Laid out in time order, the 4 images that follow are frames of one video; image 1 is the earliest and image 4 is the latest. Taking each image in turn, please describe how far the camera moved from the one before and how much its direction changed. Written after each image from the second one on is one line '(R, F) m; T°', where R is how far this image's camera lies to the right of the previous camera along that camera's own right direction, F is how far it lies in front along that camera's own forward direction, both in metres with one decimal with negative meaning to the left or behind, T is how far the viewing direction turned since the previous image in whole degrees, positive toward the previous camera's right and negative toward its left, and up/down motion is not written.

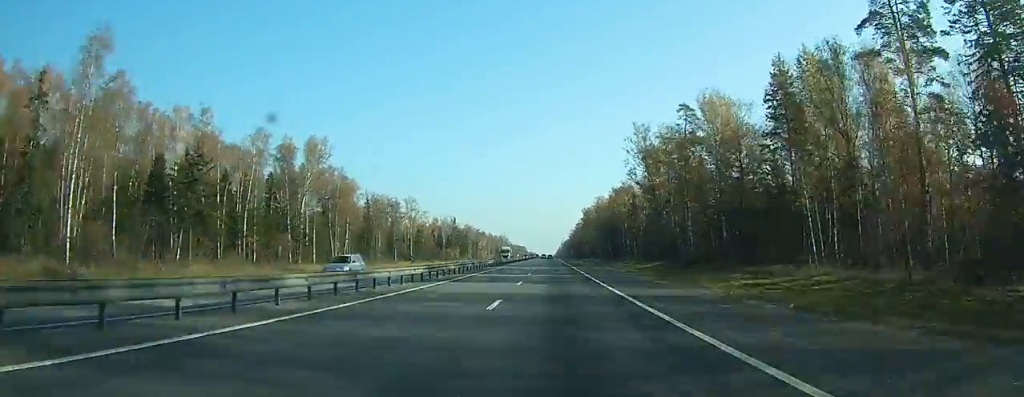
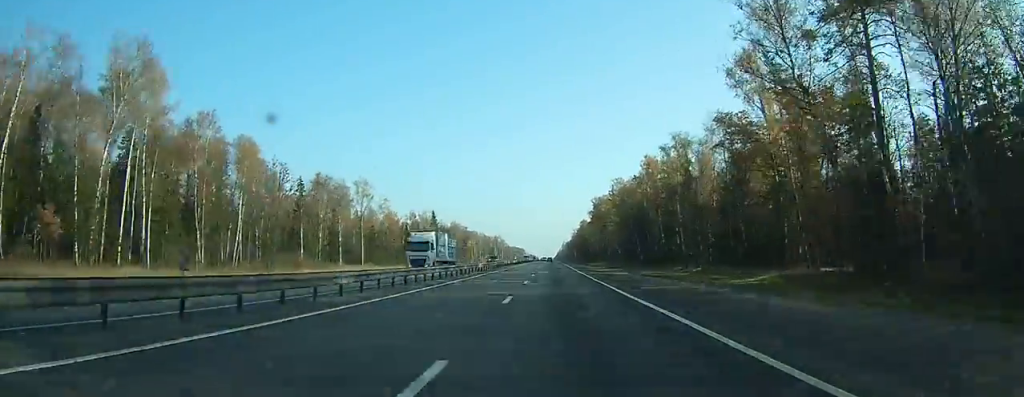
(+0.2, +59.3) m; 0°
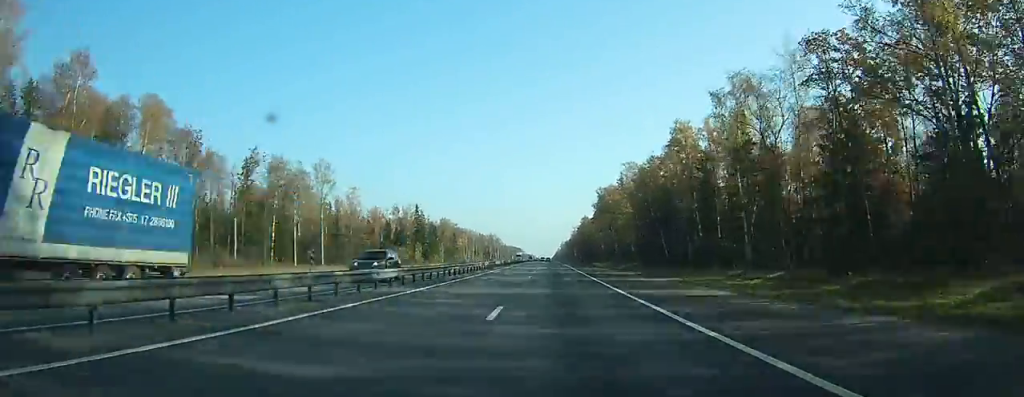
(0.0, +27.5) m; 0°
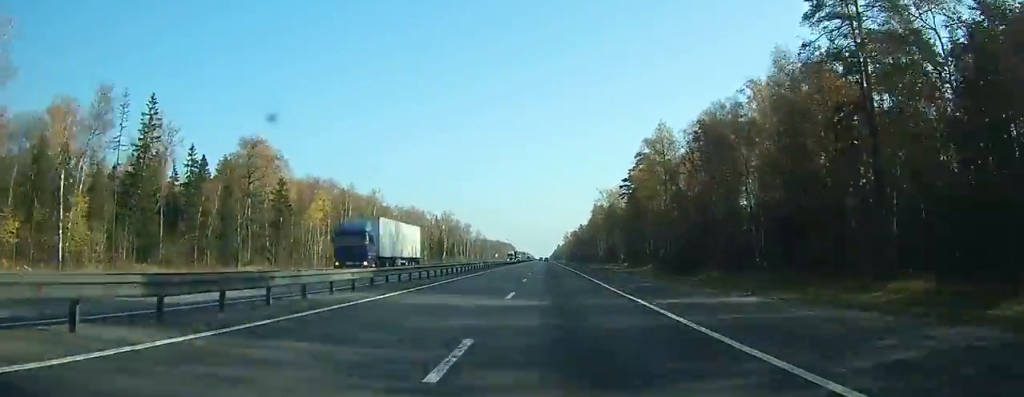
(-0.8, +212.7) m; 0°
